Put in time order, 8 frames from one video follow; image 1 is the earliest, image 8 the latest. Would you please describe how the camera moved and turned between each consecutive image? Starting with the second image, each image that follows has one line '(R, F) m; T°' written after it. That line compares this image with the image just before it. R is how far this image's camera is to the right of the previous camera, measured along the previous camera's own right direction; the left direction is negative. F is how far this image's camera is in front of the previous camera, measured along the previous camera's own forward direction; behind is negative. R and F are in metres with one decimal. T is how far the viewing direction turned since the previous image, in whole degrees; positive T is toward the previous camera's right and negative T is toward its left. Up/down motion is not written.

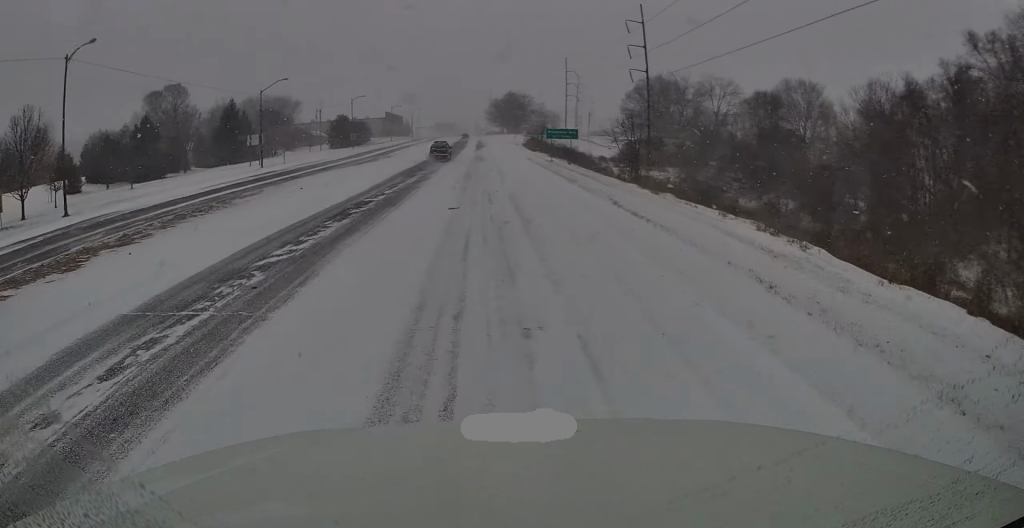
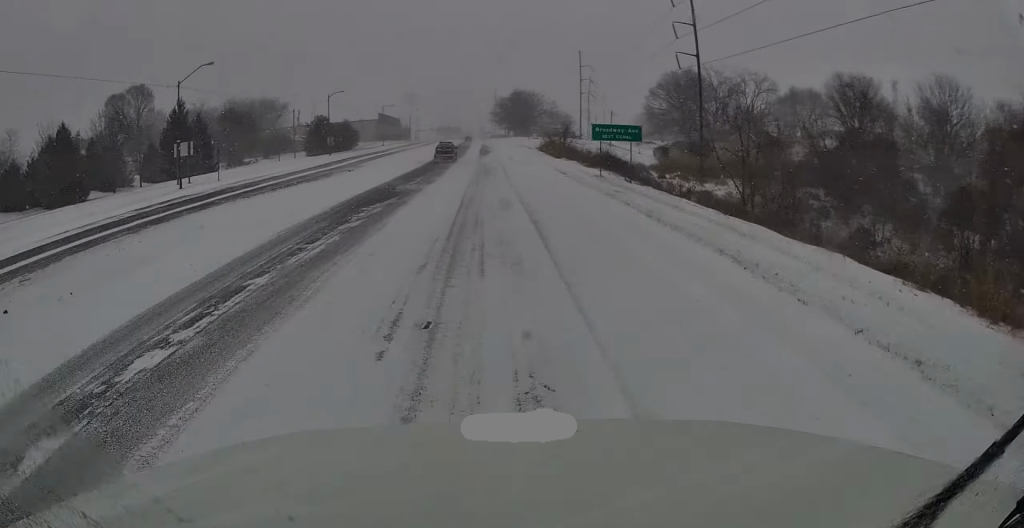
(-0.2, +19.3) m; -1°
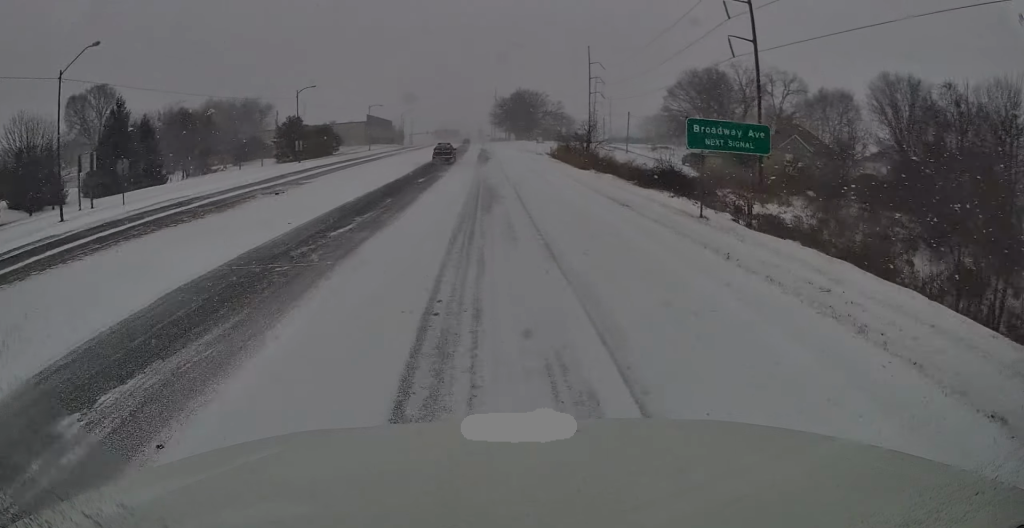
(-0.1, +14.8) m; 0°
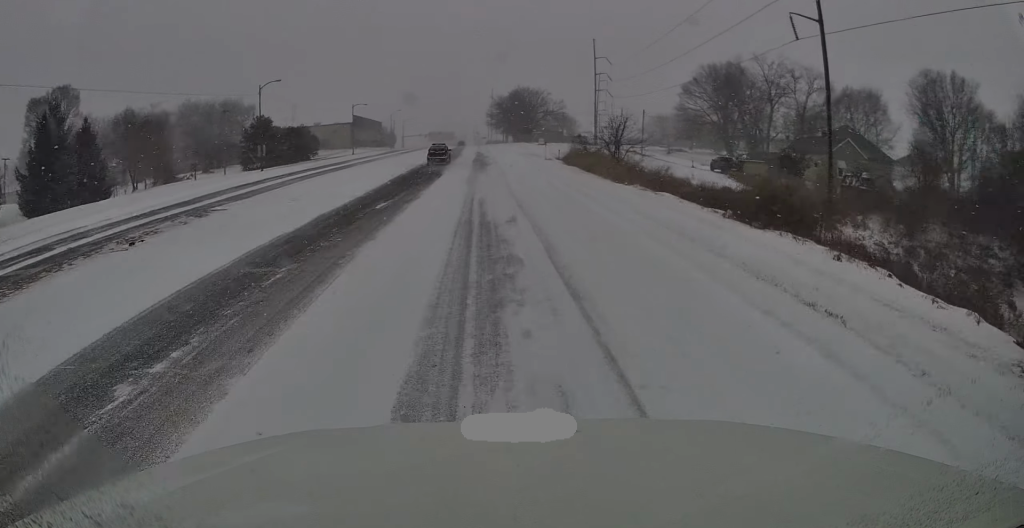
(+0.3, +12.0) m; 0°
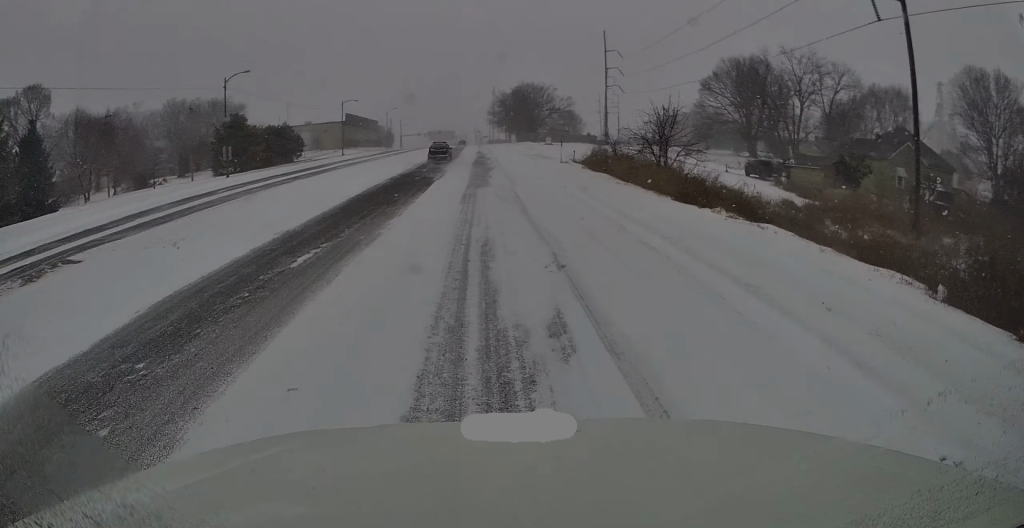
(-0.2, +9.6) m; -1°
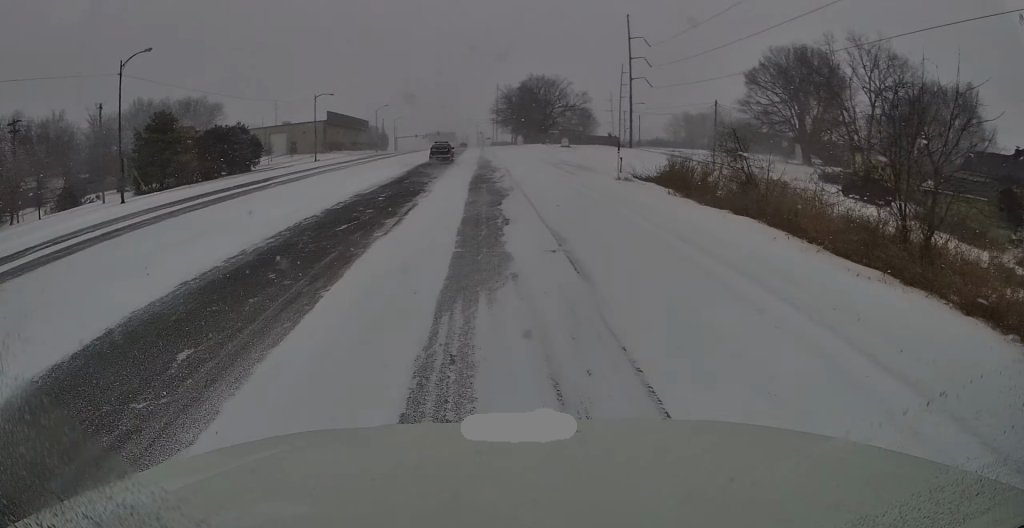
(-0.3, +18.3) m; -1°
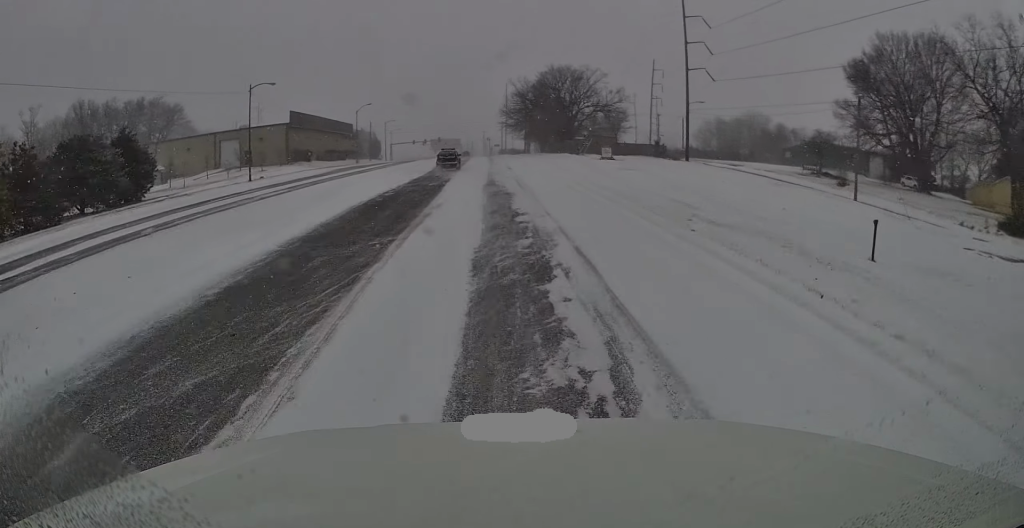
(0.0, +27.0) m; 0°
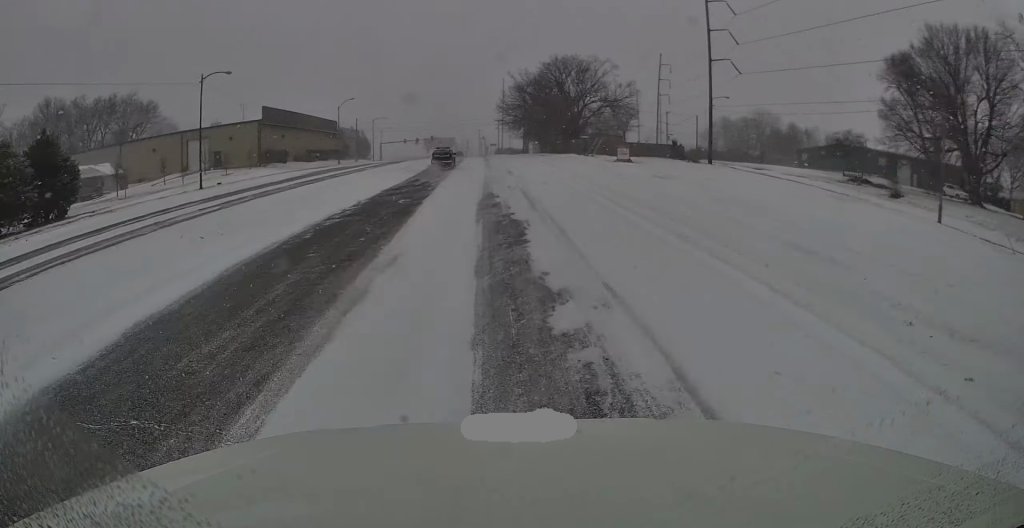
(0.0, +10.1) m; 0°
